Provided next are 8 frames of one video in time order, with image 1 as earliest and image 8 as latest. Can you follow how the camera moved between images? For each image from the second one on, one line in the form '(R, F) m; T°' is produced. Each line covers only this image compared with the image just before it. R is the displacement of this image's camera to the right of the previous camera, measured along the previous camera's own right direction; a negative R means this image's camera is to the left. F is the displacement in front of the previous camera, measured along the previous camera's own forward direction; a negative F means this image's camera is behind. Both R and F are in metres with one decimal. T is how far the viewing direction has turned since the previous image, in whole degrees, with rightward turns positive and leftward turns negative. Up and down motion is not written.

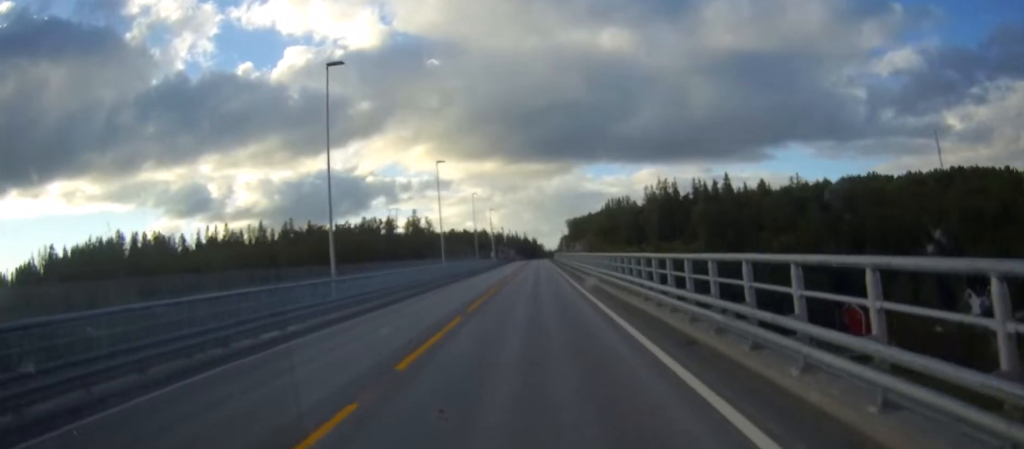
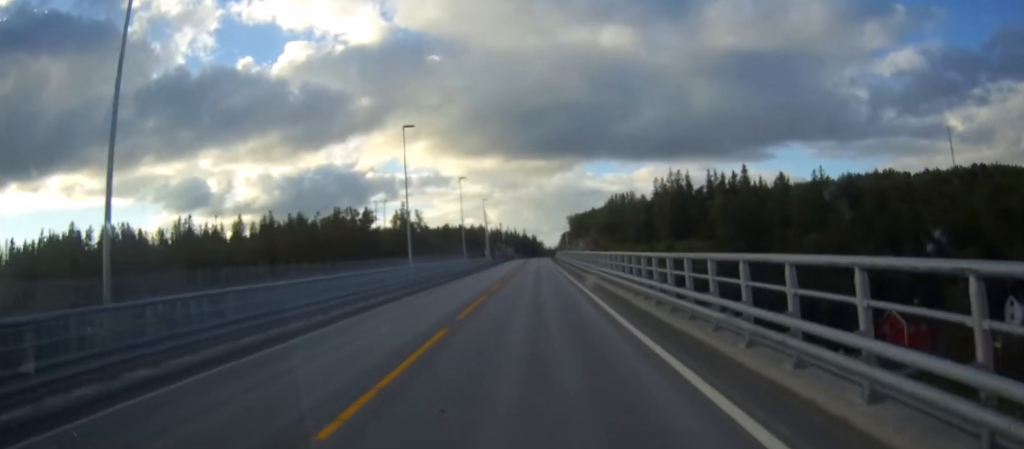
(0.0, +15.5) m; 0°
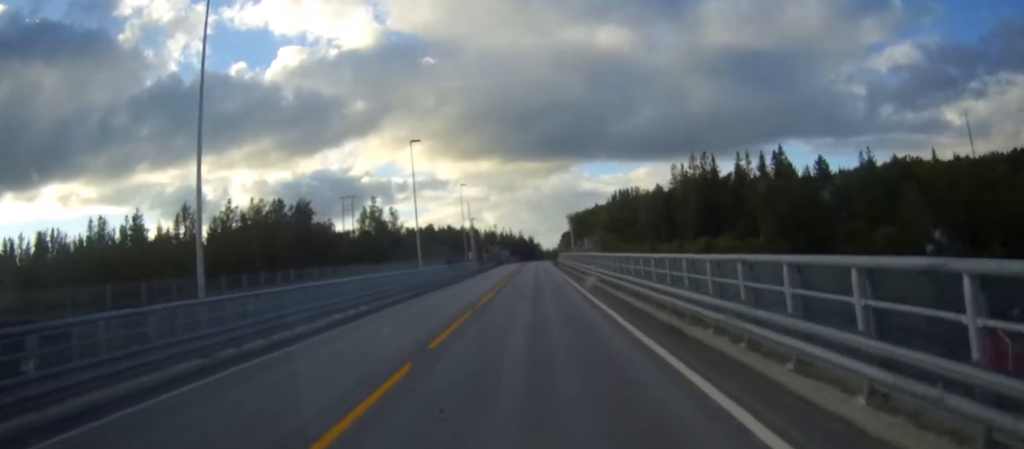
(0.0, +27.8) m; 0°
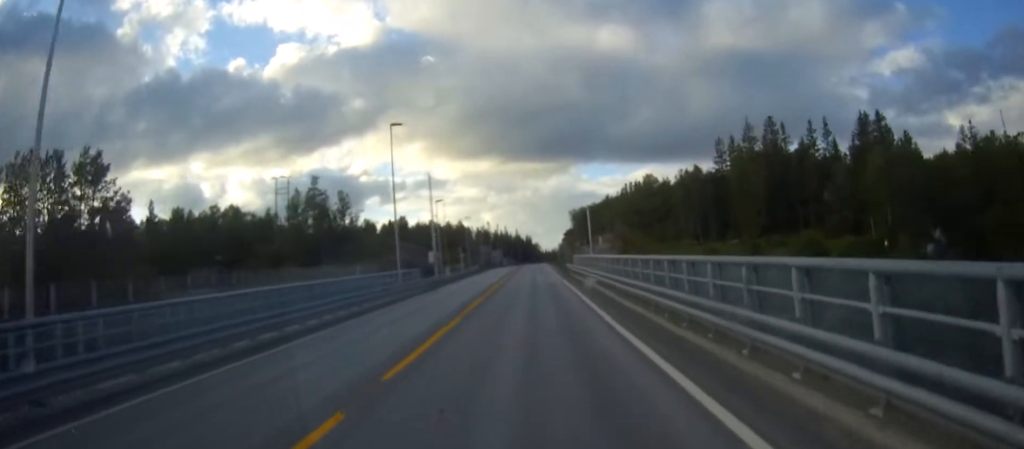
(0.0, +38.5) m; 0°
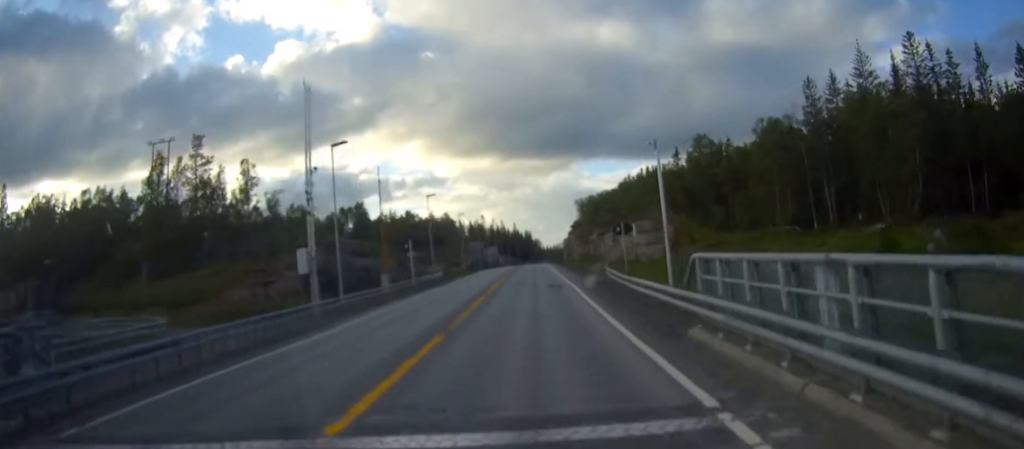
(0.0, +39.1) m; 0°
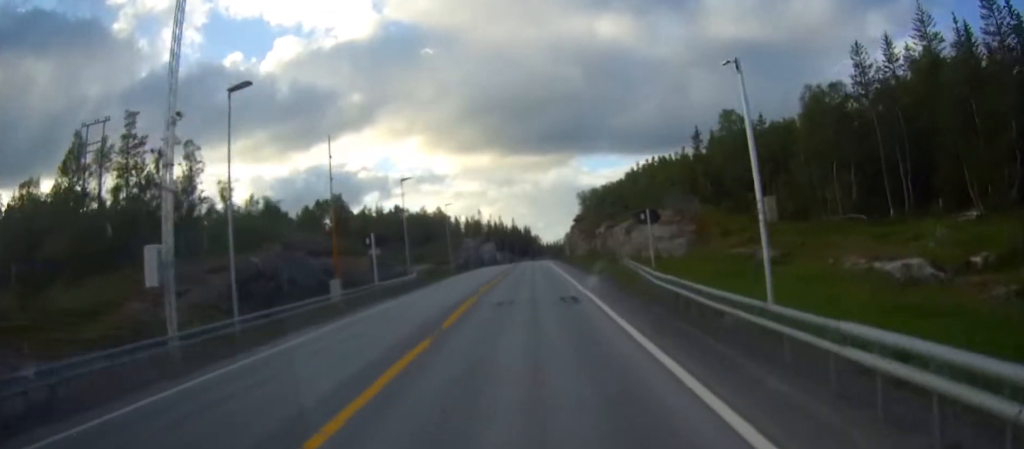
(0.0, +13.0) m; 0°
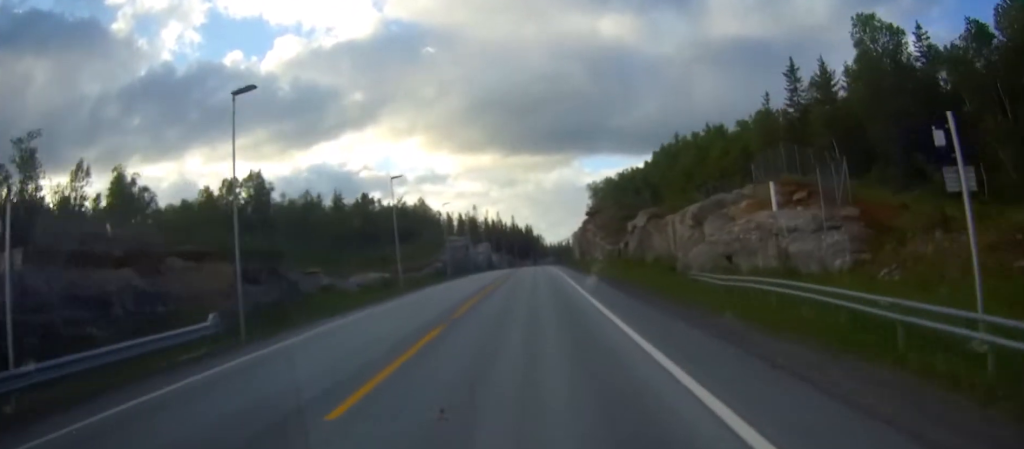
(0.0, +32.8) m; 0°
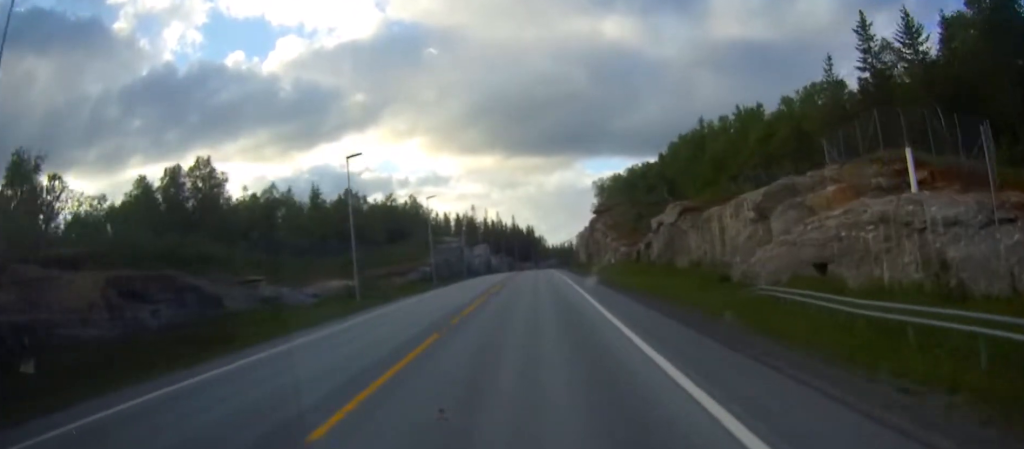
(0.0, +12.9) m; 0°
